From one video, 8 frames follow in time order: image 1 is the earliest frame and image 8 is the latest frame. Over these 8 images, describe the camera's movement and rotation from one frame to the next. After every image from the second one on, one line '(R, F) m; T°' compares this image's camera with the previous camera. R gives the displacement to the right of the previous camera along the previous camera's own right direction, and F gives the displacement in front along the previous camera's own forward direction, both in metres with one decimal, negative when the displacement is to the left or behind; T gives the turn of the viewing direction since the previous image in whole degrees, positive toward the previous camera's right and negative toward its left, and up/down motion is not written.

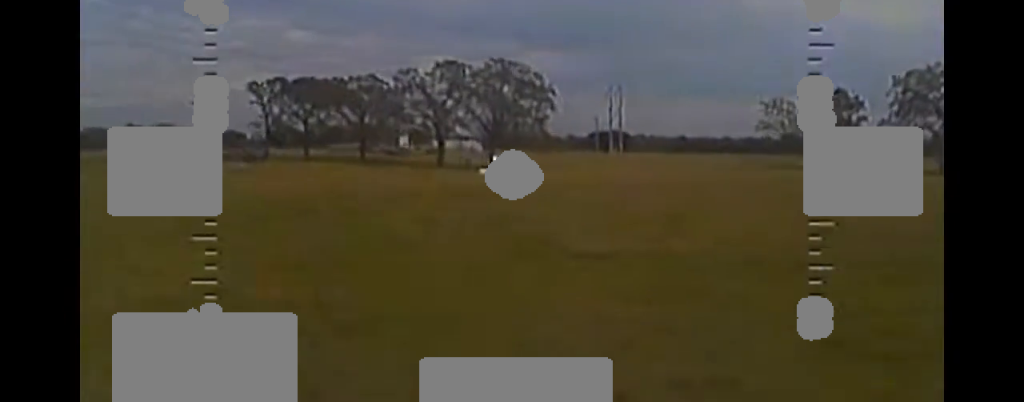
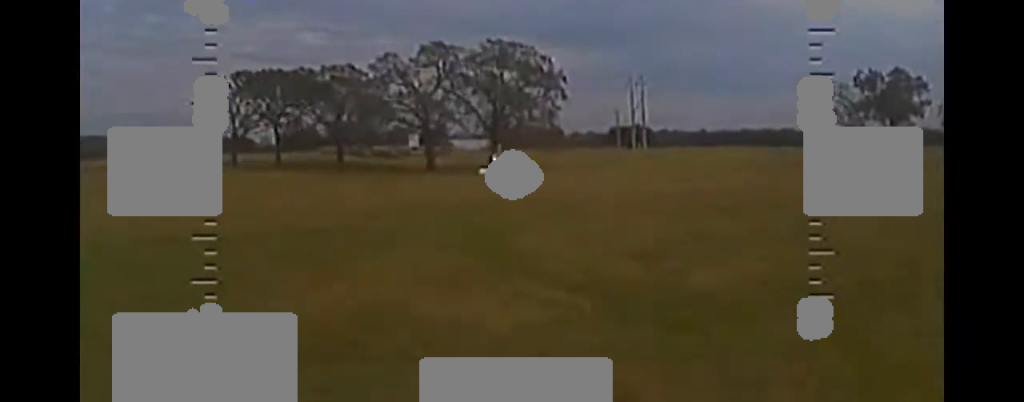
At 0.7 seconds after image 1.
(-0.1, +12.4) m; -1°
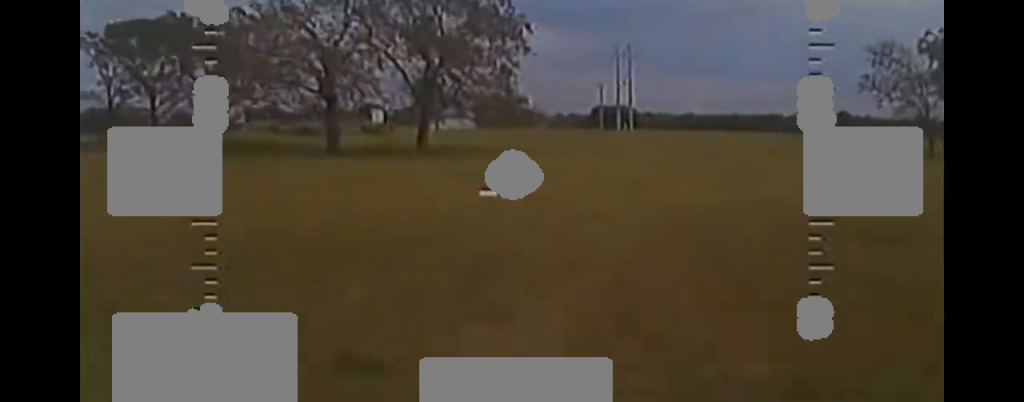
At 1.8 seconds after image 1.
(-0.1, +18.1) m; 0°
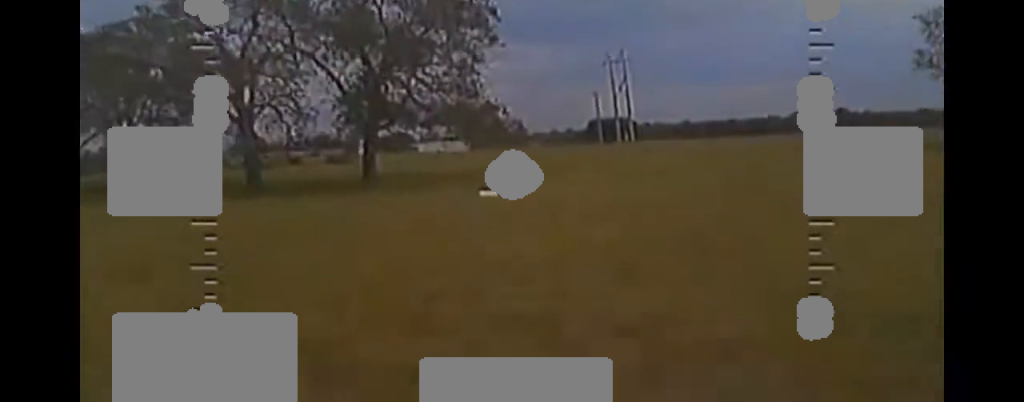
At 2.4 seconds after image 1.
(0.0, +10.2) m; 0°
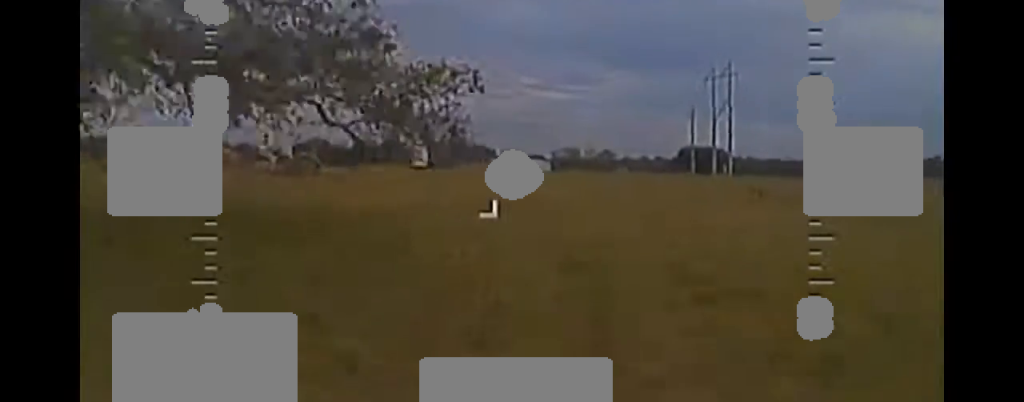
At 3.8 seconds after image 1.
(0.0, +22.9) m; -1°
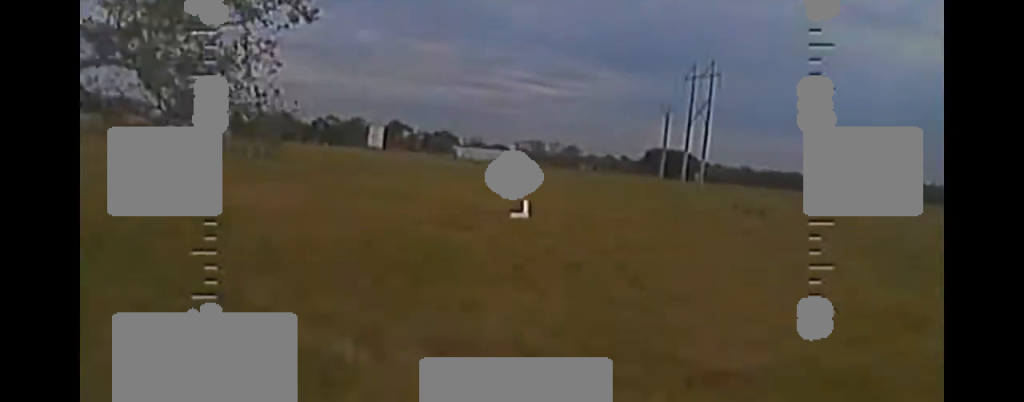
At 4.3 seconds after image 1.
(+0.2, +8.3) m; -1°
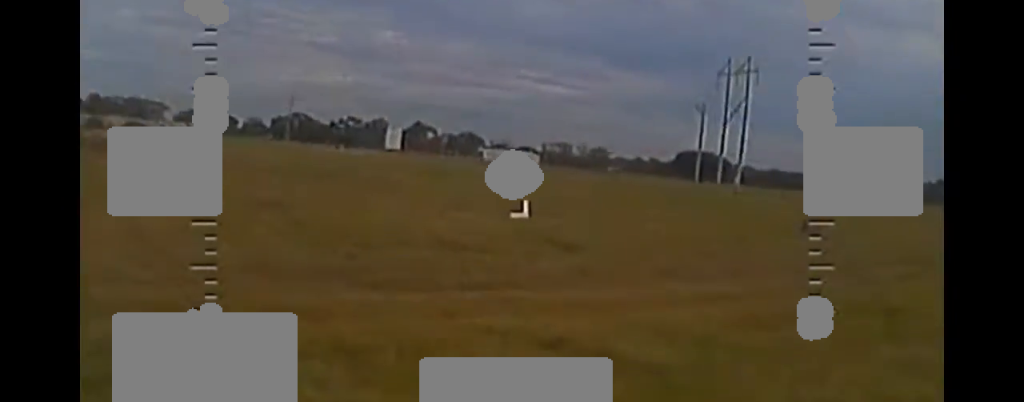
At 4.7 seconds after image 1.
(-0.3, +6.5) m; -4°
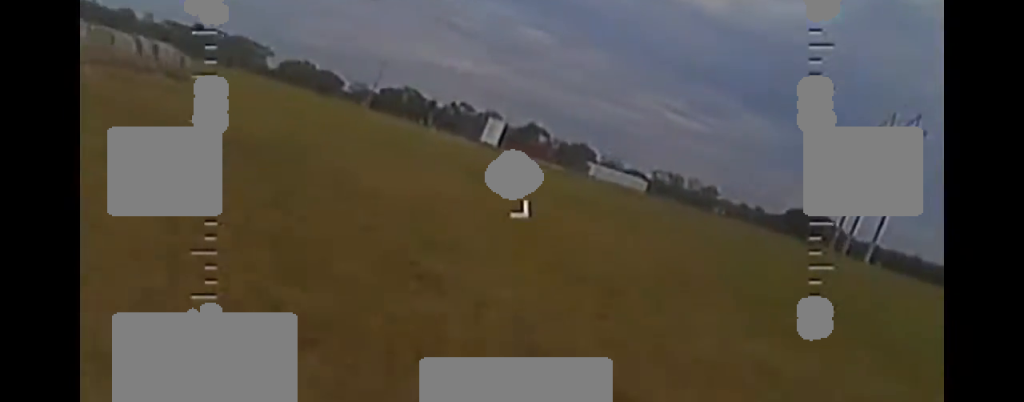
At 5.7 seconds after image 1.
(-1.4, +15.8) m; -10°
